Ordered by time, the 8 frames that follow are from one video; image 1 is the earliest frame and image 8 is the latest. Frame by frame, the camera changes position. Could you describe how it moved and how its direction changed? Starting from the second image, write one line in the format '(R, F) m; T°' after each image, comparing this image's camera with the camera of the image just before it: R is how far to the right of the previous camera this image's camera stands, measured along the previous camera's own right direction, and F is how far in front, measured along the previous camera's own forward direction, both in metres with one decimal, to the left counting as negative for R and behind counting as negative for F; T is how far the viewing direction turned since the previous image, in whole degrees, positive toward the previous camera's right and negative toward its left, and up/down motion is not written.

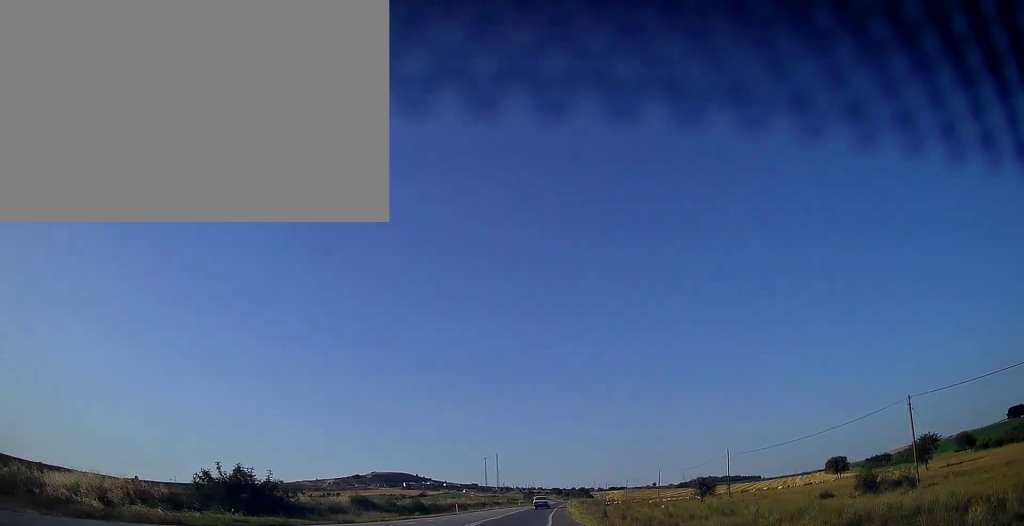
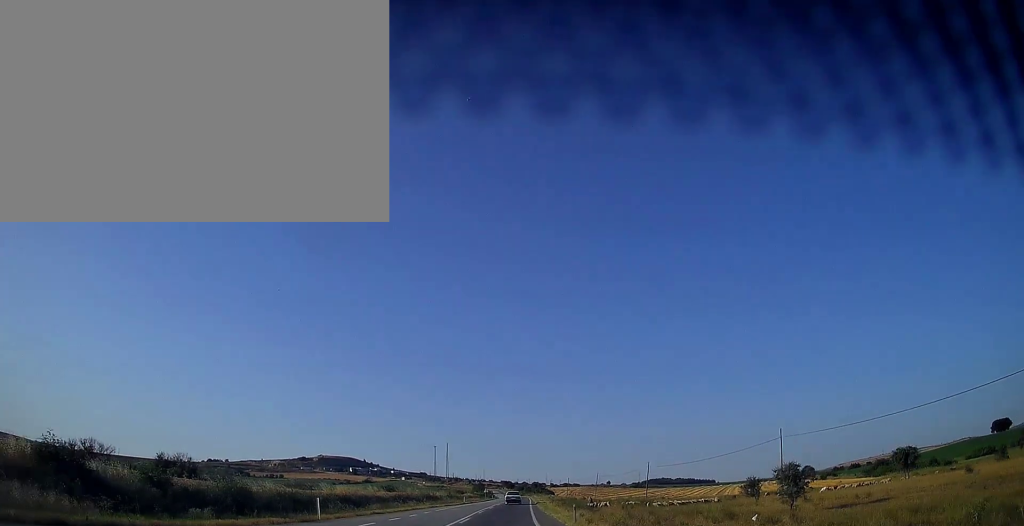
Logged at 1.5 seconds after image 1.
(+1.2, +32.6) m; +5°
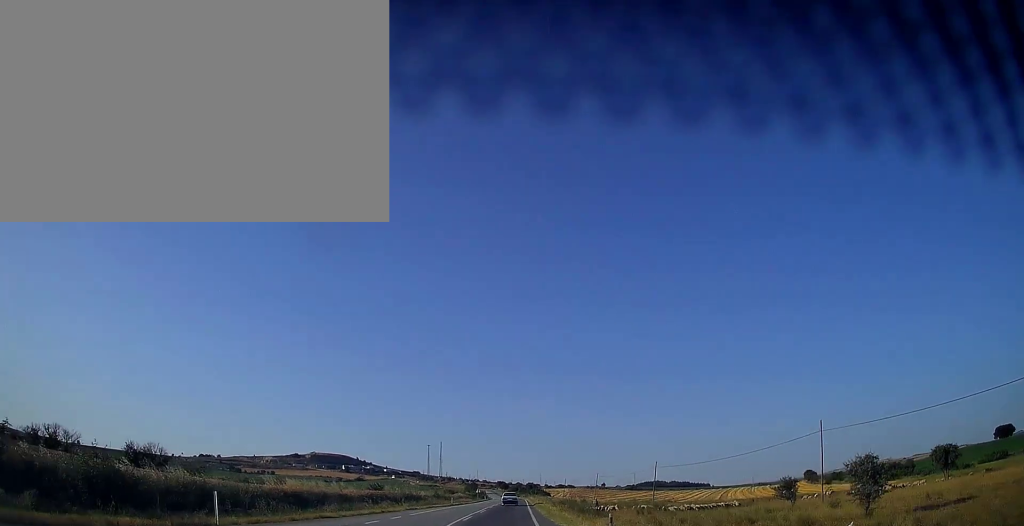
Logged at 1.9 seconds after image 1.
(+0.2, +9.5) m; +1°
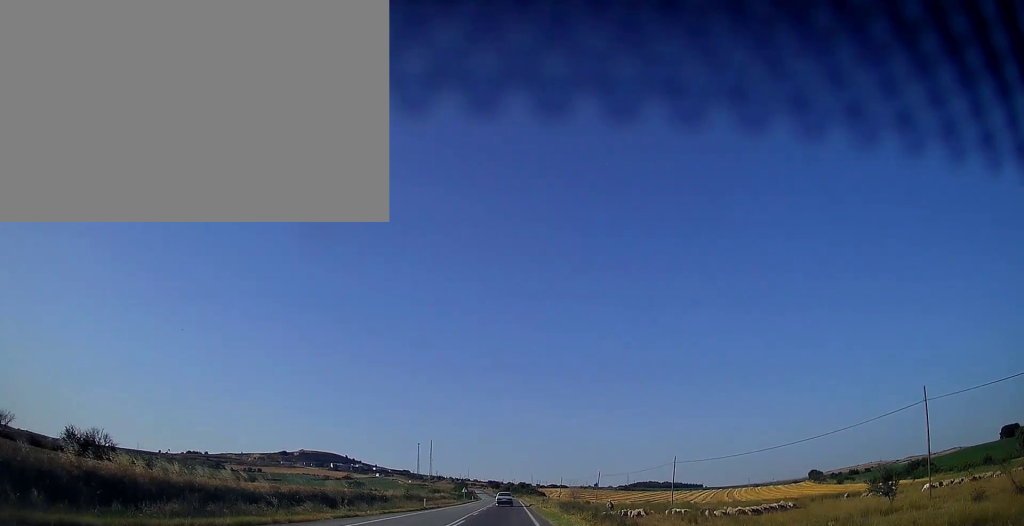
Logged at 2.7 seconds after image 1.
(+0.3, +16.1) m; +1°
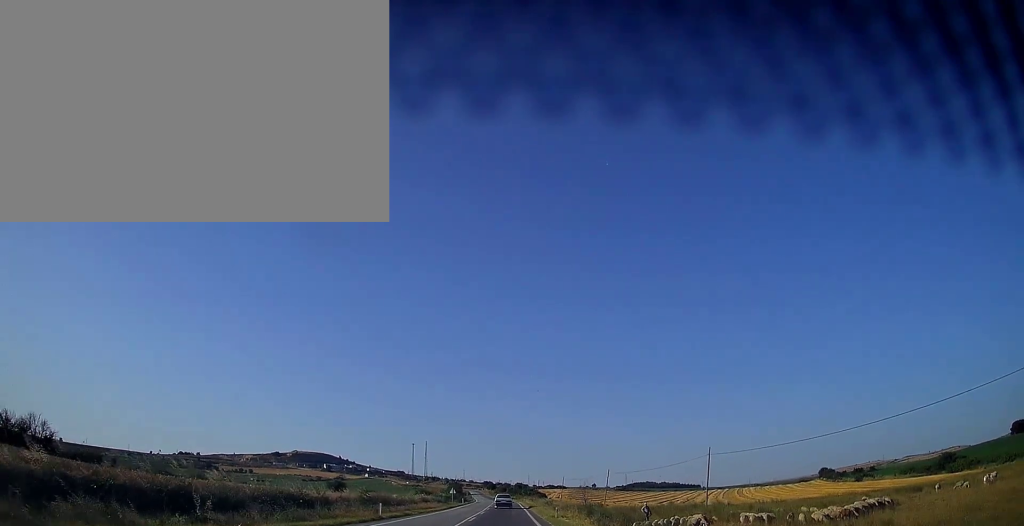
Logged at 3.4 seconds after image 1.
(-0.1, +15.4) m; 0°
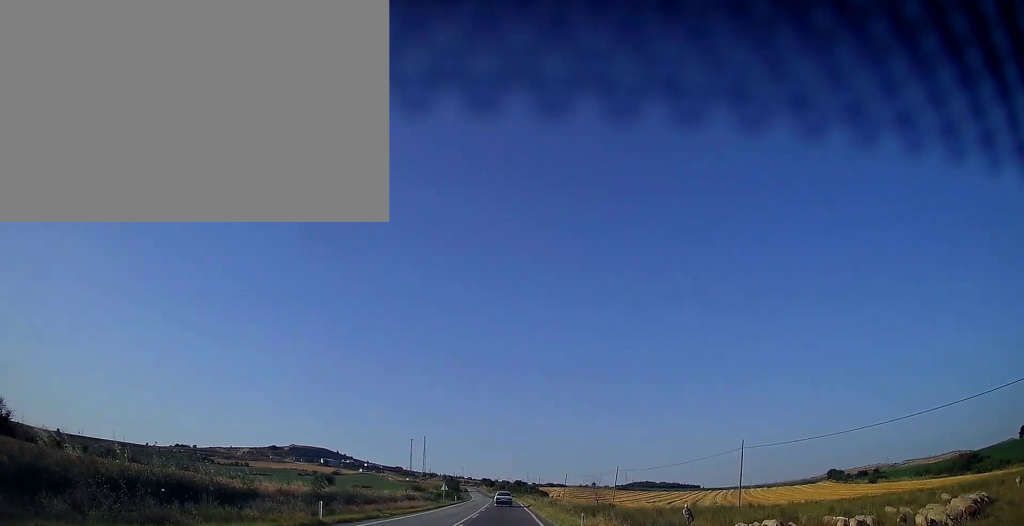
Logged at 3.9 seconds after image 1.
(0.0, +11.0) m; 0°
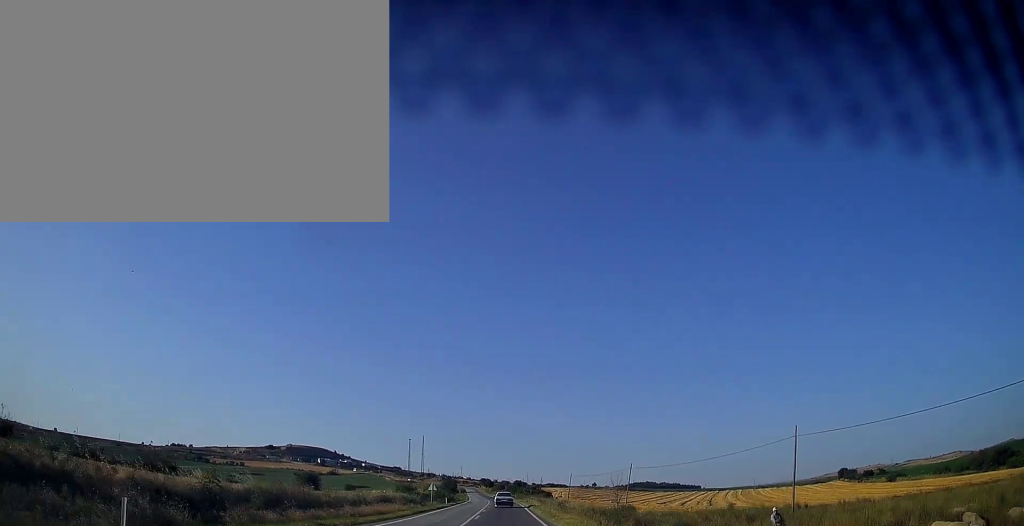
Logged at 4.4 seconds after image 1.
(+0.1, +11.7) m; 0°
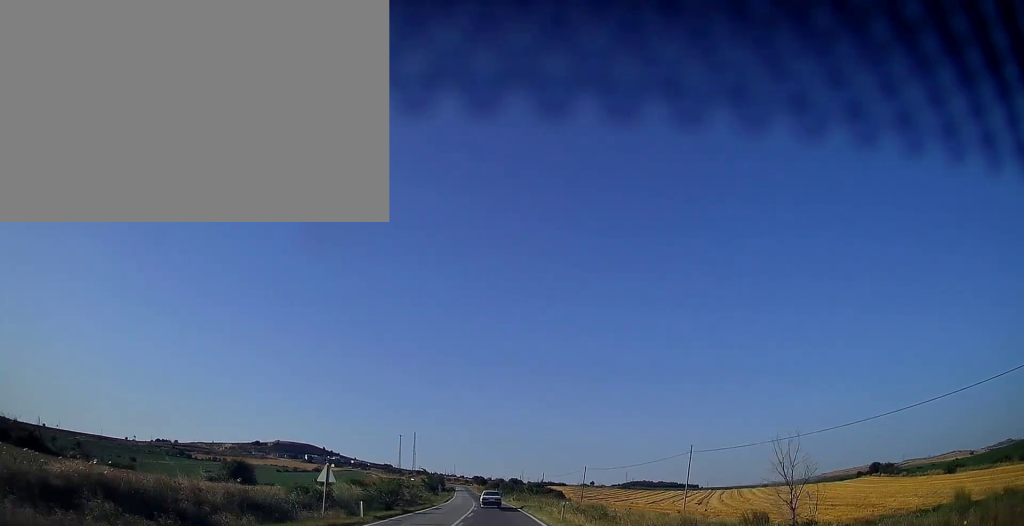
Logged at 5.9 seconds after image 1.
(-0.1, +33.7) m; 0°
